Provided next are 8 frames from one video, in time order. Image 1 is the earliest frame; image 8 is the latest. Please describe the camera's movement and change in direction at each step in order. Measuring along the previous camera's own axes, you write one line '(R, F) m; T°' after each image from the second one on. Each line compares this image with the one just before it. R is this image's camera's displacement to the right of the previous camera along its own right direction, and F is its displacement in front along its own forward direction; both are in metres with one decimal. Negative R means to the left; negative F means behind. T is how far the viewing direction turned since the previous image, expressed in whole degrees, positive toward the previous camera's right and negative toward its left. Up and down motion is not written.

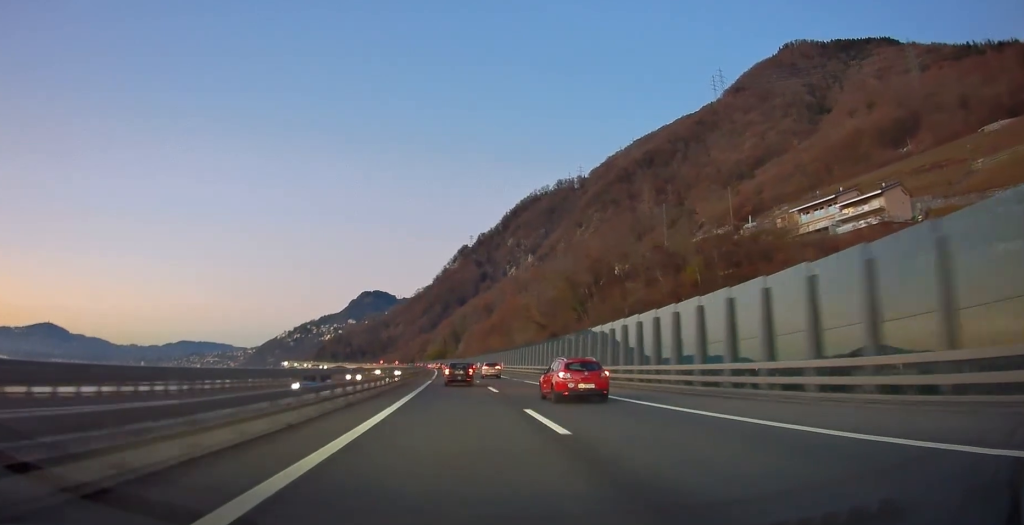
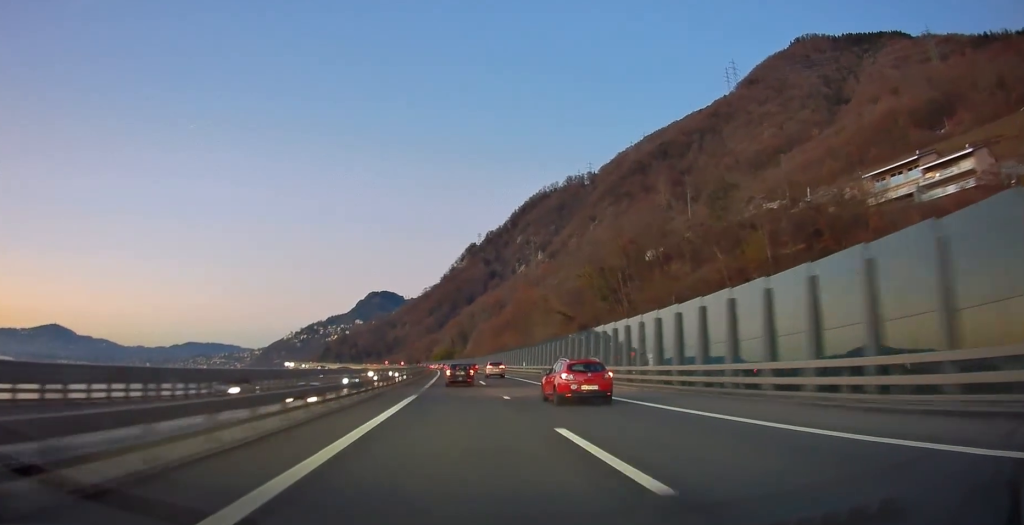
(-0.1, +24.1) m; 0°
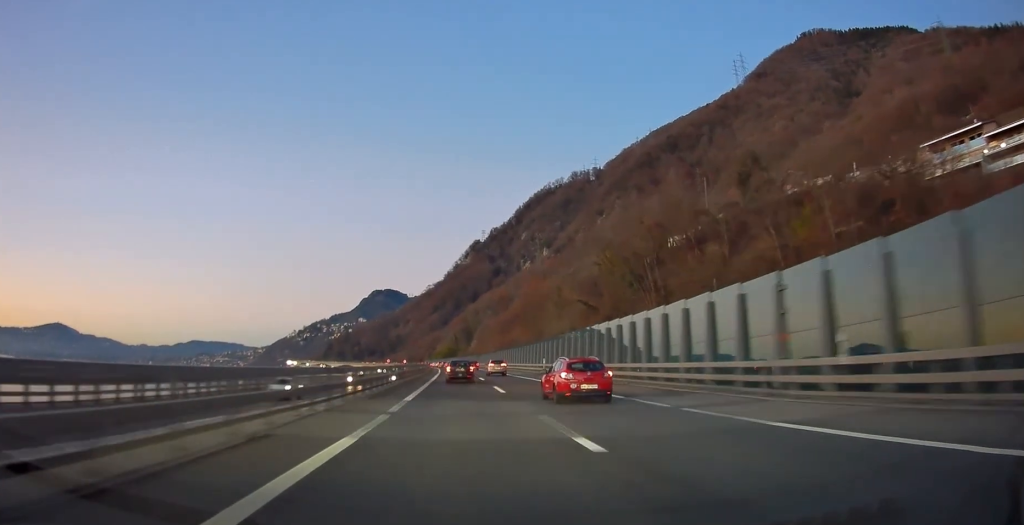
(0.0, +15.2) m; 0°
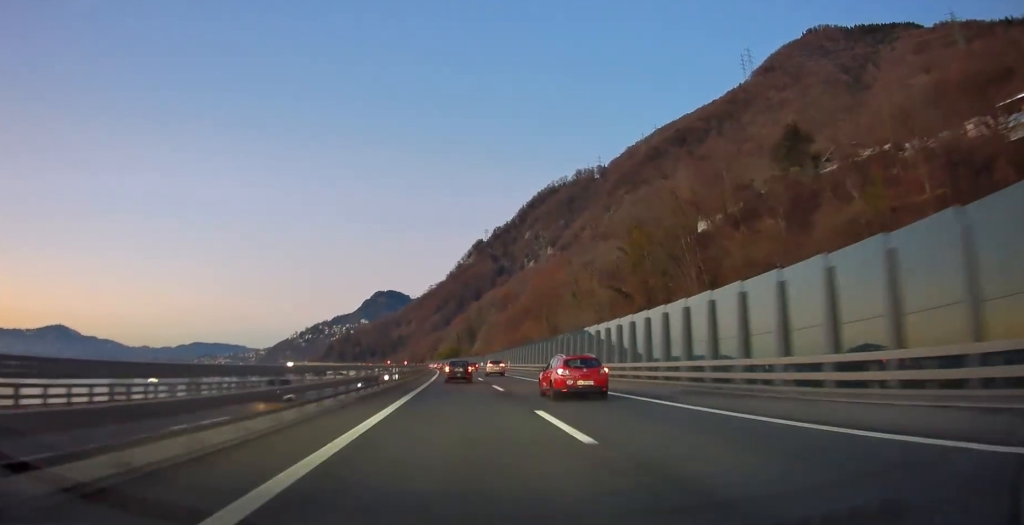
(0.0, +18.3) m; 0°
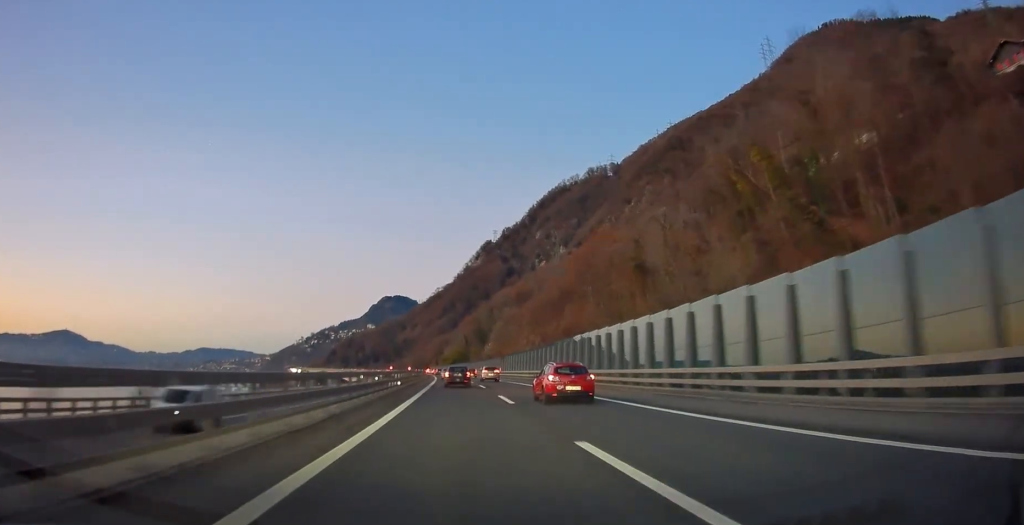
(-0.4, +42.8) m; -1°
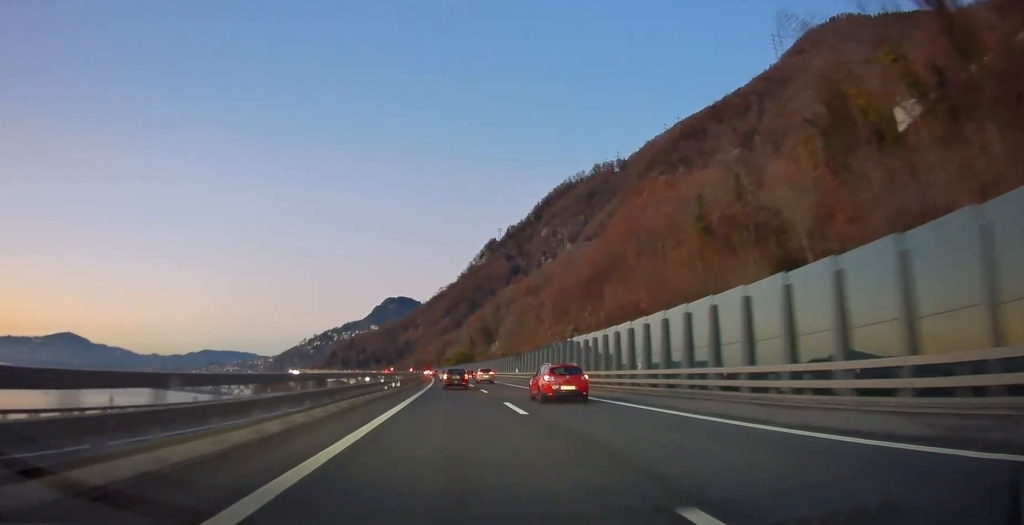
(-0.1, +22.3) m; -1°
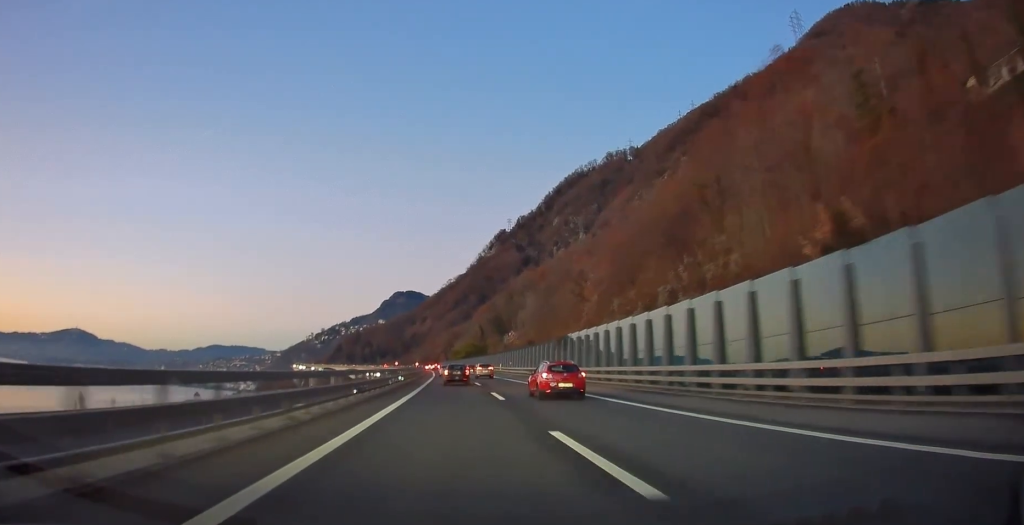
(-0.2, +29.1) m; -1°
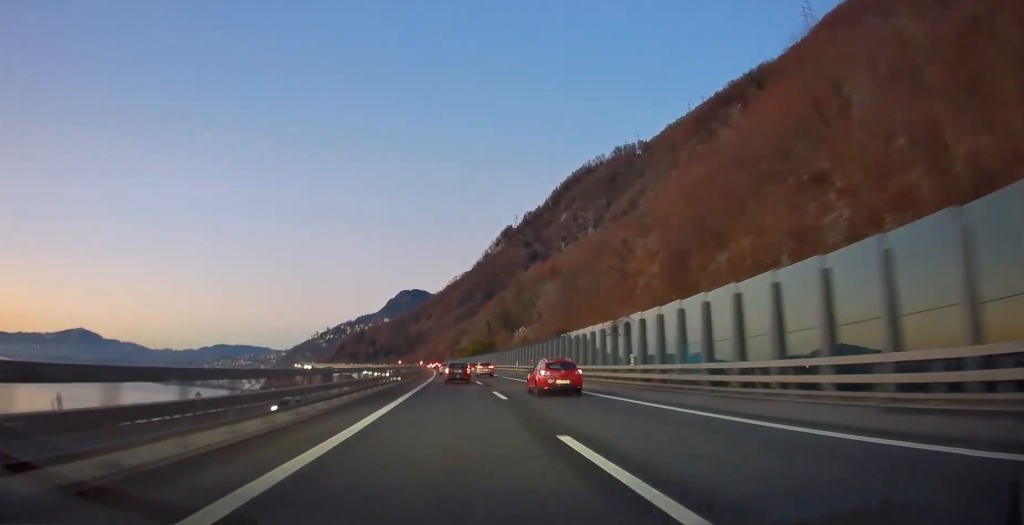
(-0.1, +19.7) m; -1°
